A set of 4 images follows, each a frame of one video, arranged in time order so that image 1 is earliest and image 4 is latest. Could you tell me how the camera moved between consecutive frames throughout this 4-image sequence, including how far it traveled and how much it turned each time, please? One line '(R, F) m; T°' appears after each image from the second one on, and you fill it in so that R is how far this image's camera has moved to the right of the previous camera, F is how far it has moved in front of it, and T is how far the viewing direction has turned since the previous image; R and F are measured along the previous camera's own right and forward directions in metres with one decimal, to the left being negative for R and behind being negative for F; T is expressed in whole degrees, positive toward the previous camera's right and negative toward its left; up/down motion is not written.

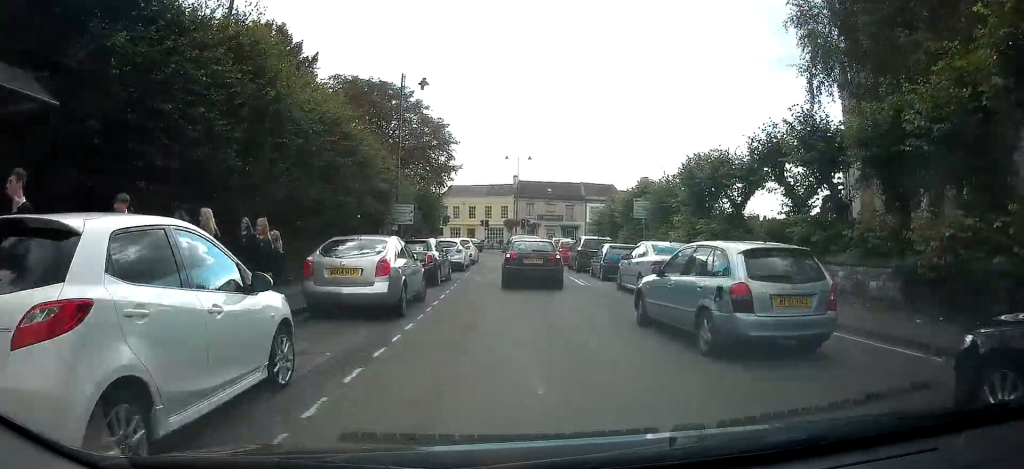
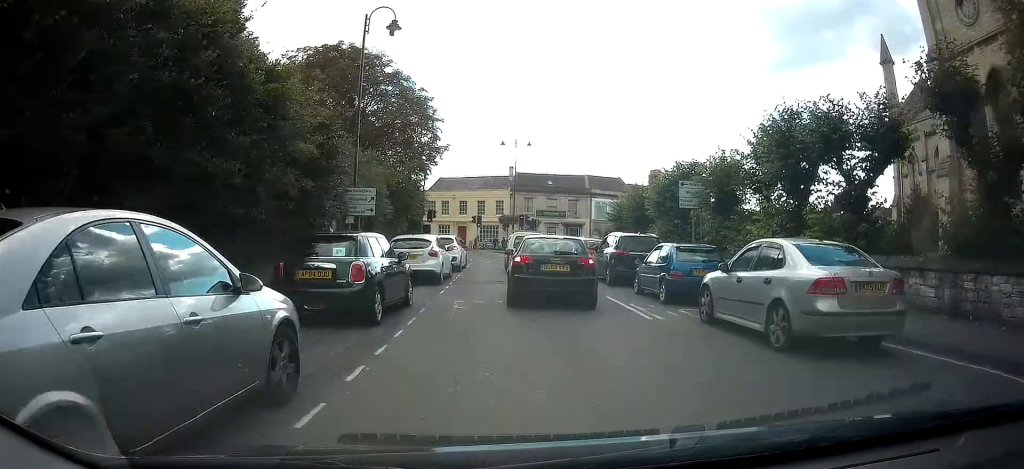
(-0.2, +8.3) m; +2°
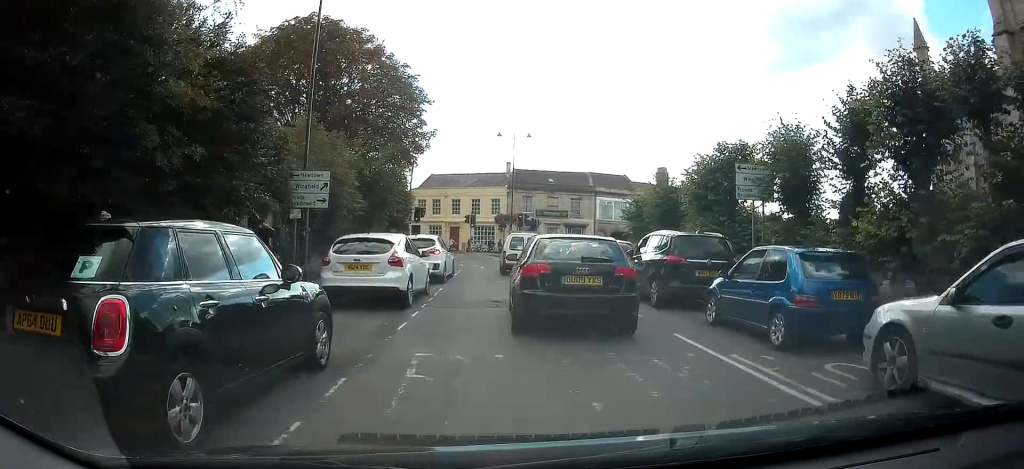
(+0.5, +5.3) m; -3°
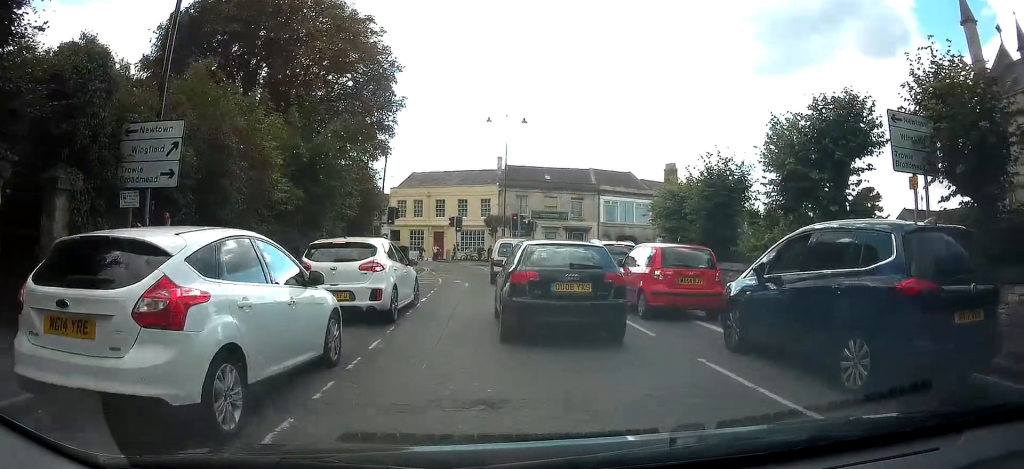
(-1.1, +7.6) m; +3°
